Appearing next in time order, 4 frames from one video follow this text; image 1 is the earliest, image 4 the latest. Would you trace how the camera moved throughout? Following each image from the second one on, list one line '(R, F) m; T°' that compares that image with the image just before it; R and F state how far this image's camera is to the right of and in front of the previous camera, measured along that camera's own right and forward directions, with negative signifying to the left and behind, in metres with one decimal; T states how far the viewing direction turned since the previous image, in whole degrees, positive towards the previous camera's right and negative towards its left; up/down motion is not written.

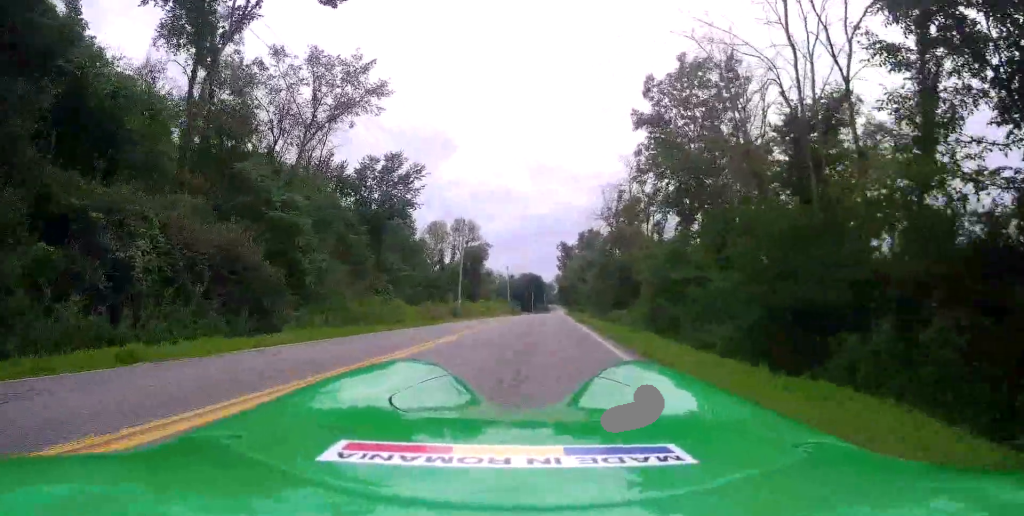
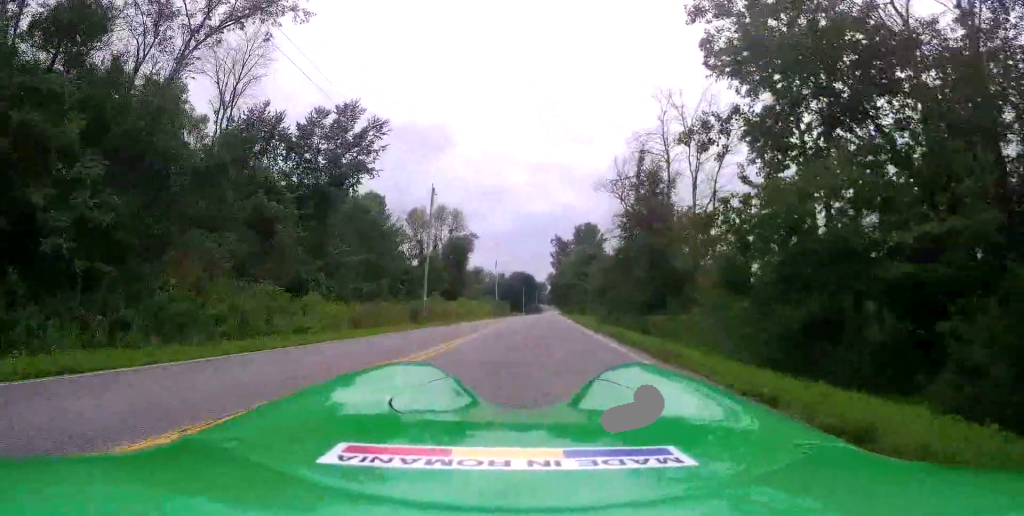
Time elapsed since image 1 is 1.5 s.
(0.0, +16.4) m; 0°
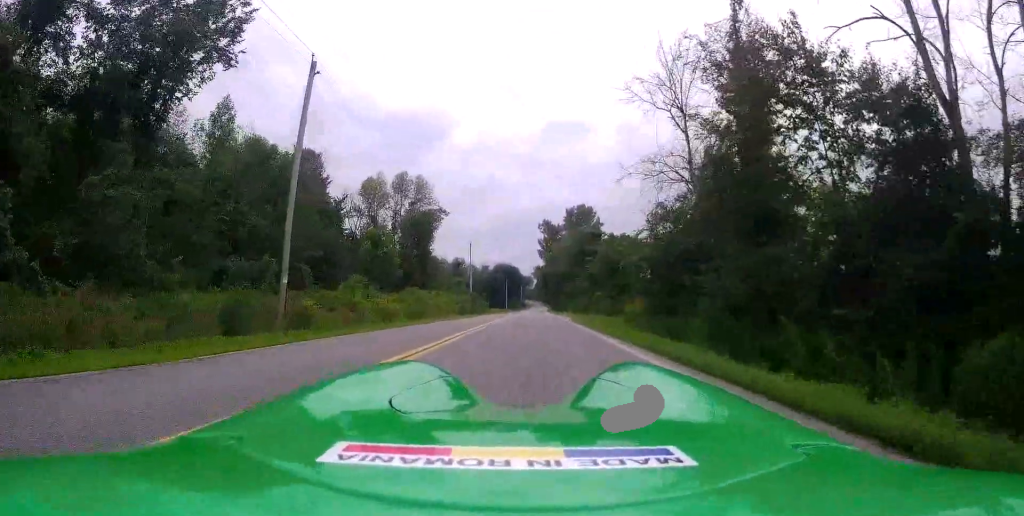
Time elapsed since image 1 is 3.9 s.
(0.0, +24.3) m; +1°
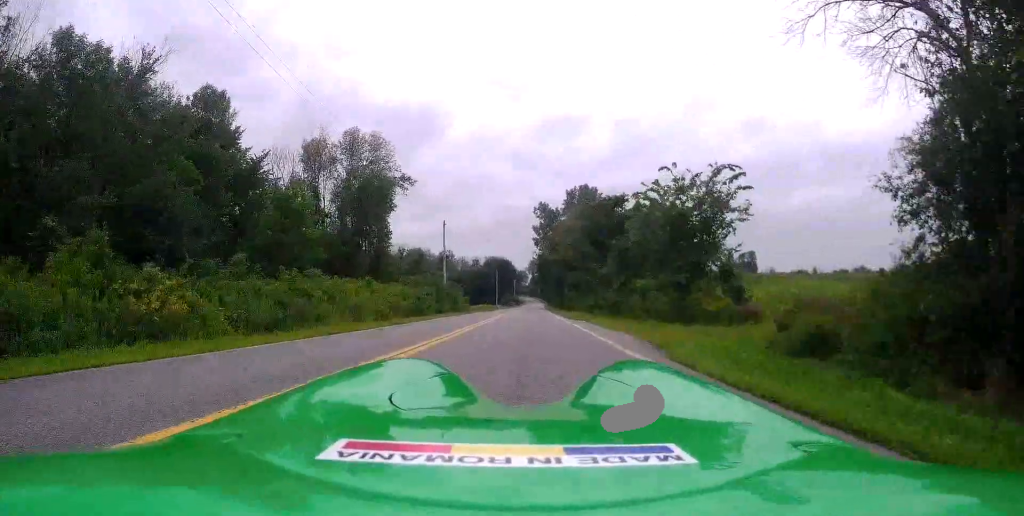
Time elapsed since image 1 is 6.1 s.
(+0.4, +22.2) m; +1°
